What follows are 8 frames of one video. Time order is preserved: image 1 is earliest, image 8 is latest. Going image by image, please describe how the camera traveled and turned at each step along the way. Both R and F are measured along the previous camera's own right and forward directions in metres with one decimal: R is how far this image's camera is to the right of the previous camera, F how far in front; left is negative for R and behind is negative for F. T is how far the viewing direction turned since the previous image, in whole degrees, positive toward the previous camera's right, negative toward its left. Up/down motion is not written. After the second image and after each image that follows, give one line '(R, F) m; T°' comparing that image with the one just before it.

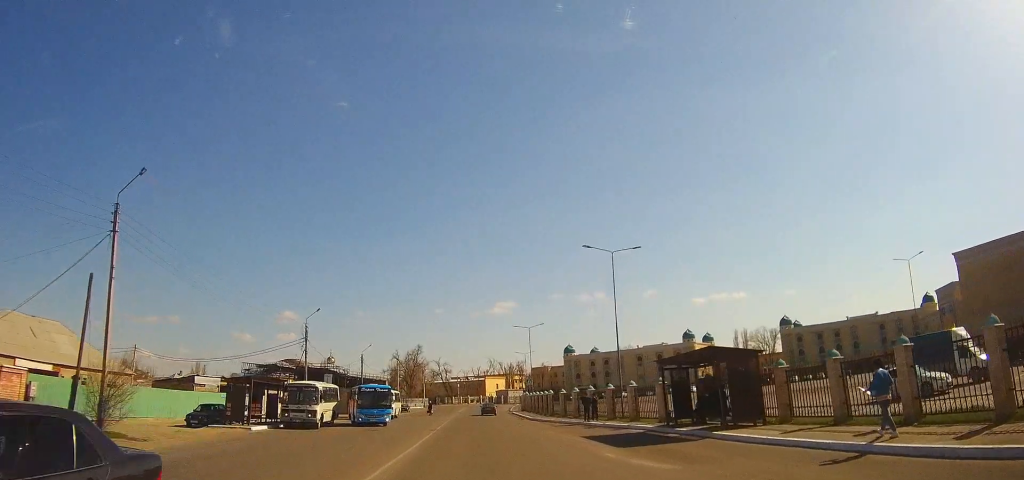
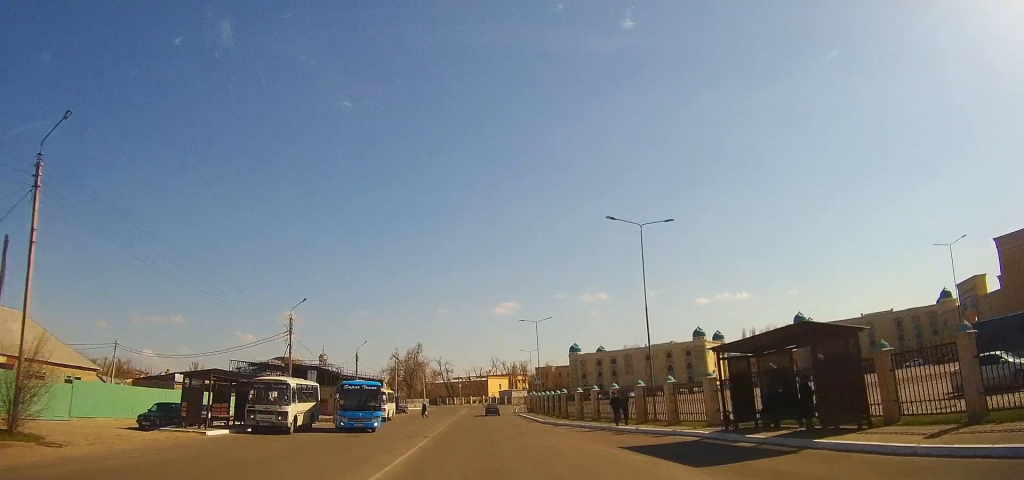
(0.0, +5.5) m; 0°
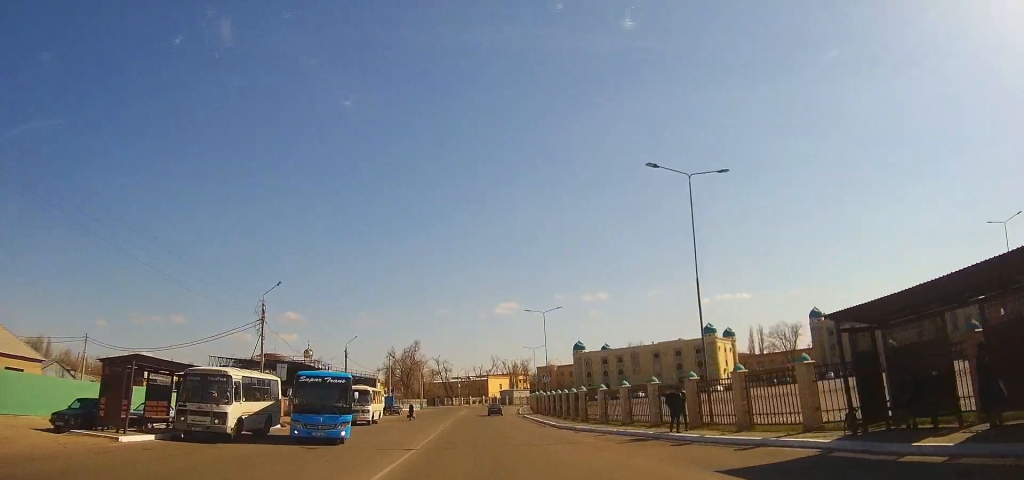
(-0.1, +7.0) m; 0°
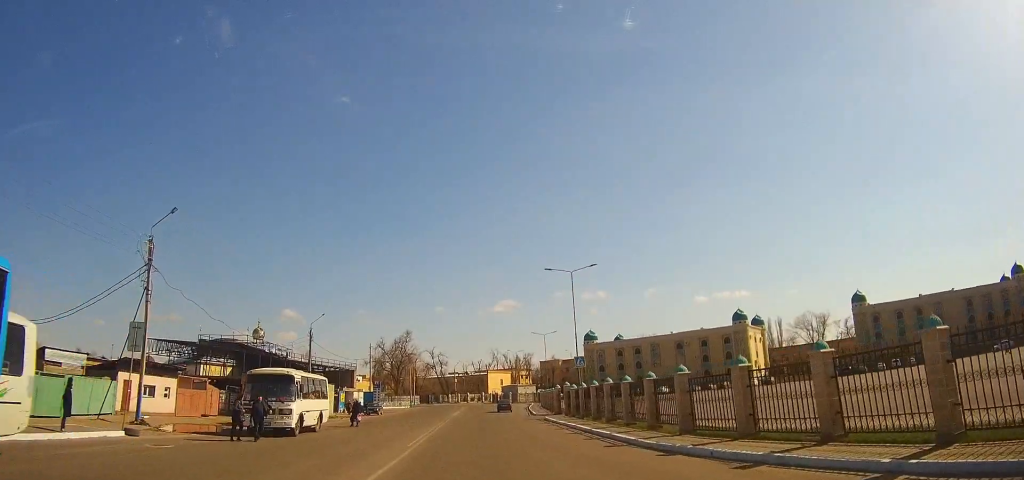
(0.0, +16.7) m; 0°
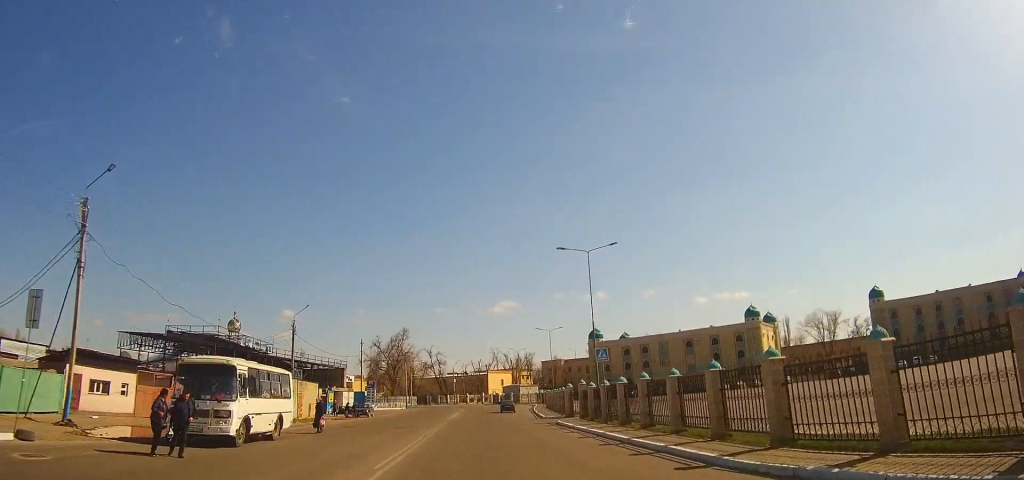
(0.0, +5.9) m; 0°
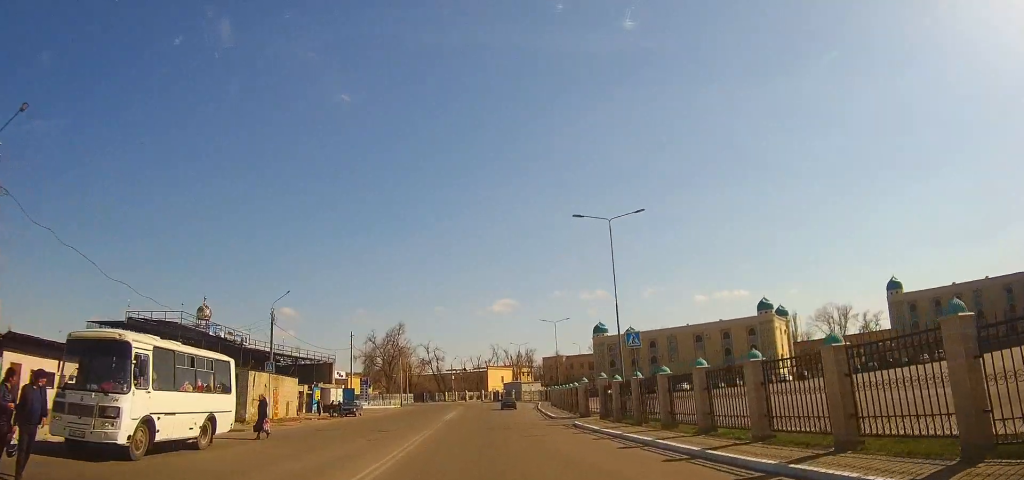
(0.0, +5.7) m; 0°
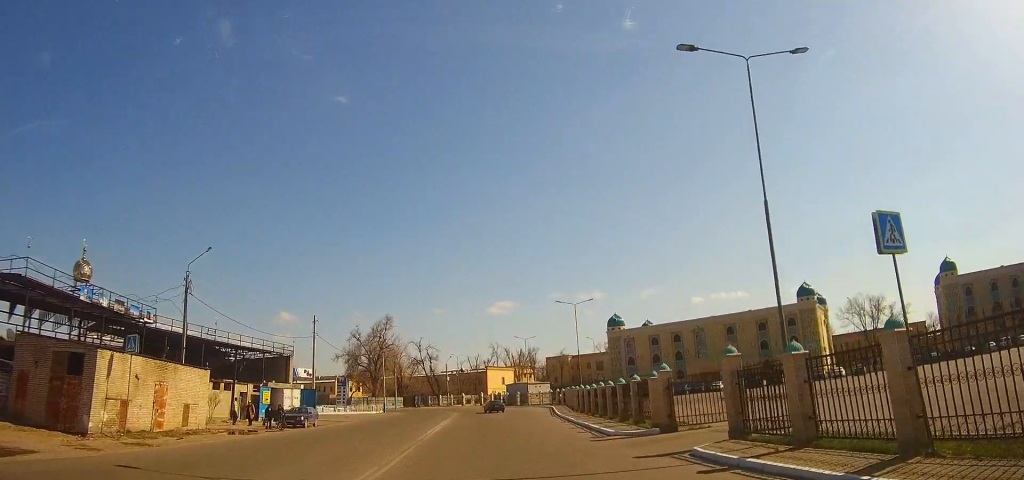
(+0.1, +15.8) m; 0°
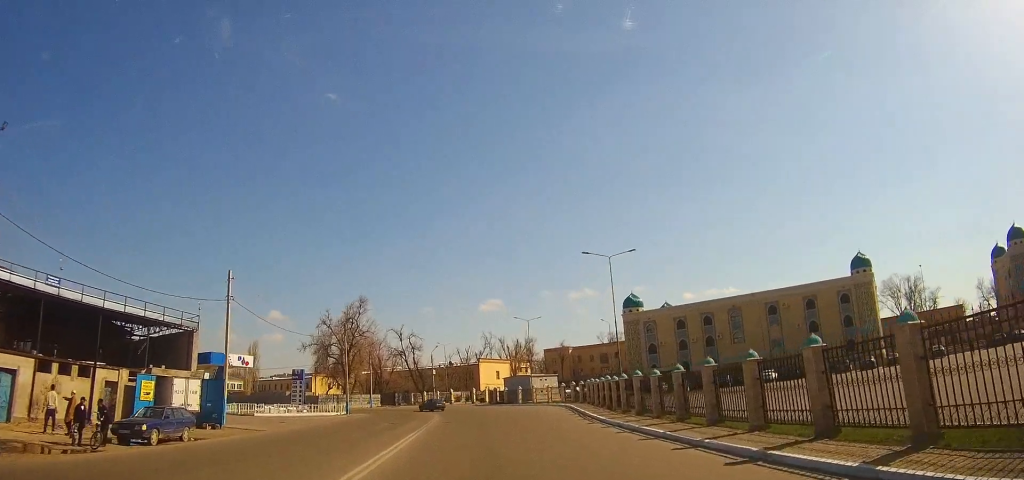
(0.0, +18.1) m; +1°
